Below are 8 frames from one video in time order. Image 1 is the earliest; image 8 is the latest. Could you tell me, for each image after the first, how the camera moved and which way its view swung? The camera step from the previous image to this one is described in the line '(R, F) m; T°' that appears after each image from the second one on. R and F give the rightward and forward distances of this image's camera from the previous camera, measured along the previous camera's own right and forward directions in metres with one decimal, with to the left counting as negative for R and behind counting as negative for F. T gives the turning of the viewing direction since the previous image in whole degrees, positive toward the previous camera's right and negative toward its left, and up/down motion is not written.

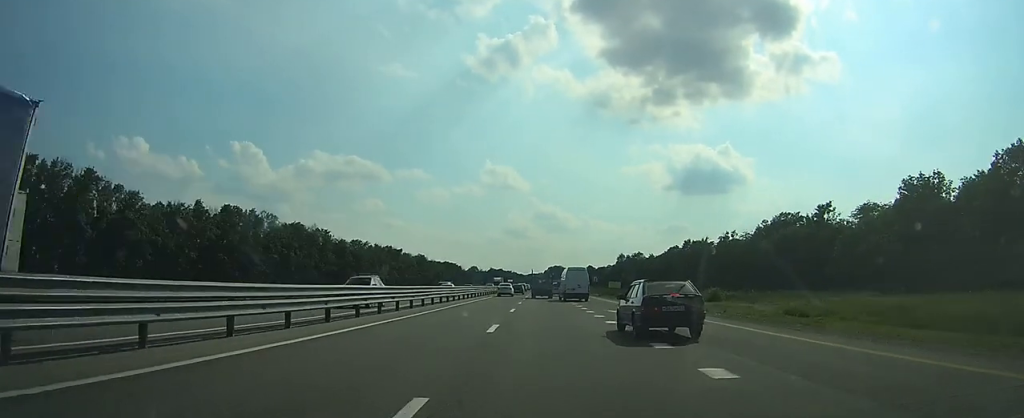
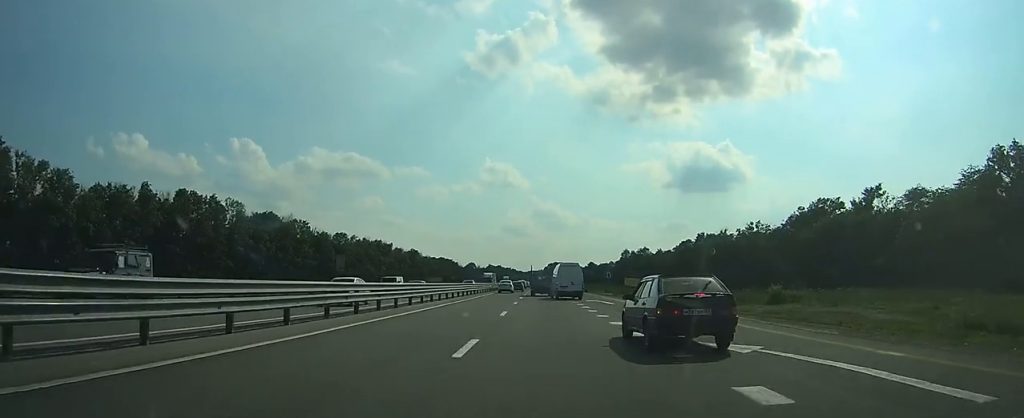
(0.0, +18.5) m; 0°
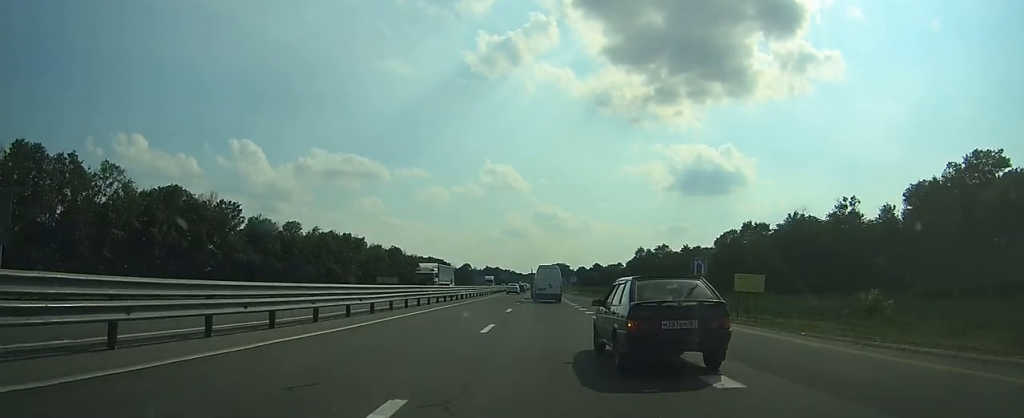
(0.0, +48.5) m; 0°
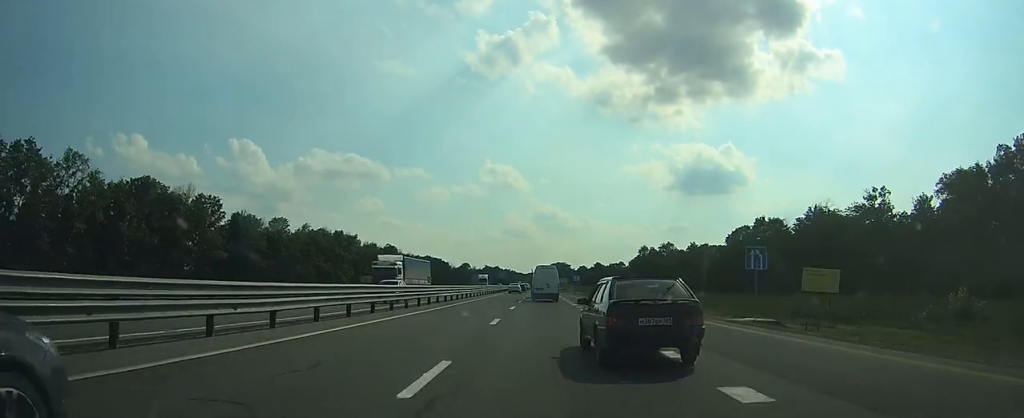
(0.0, +10.2) m; 0°
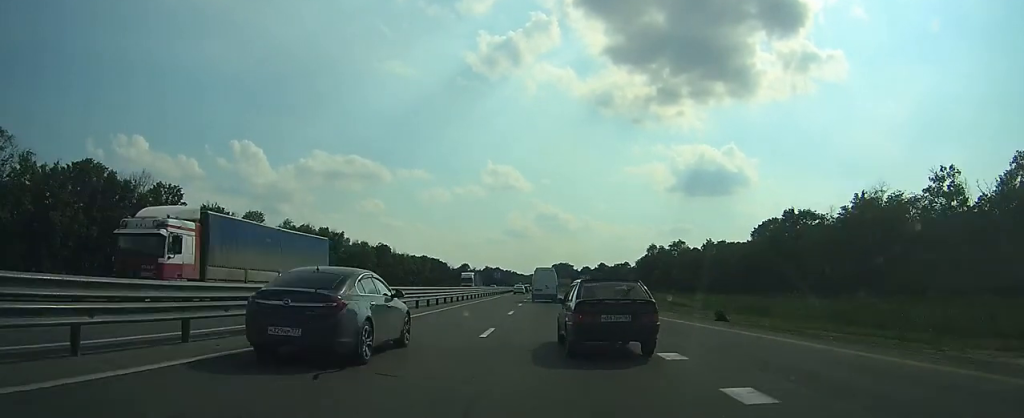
(0.0, +17.7) m; 0°
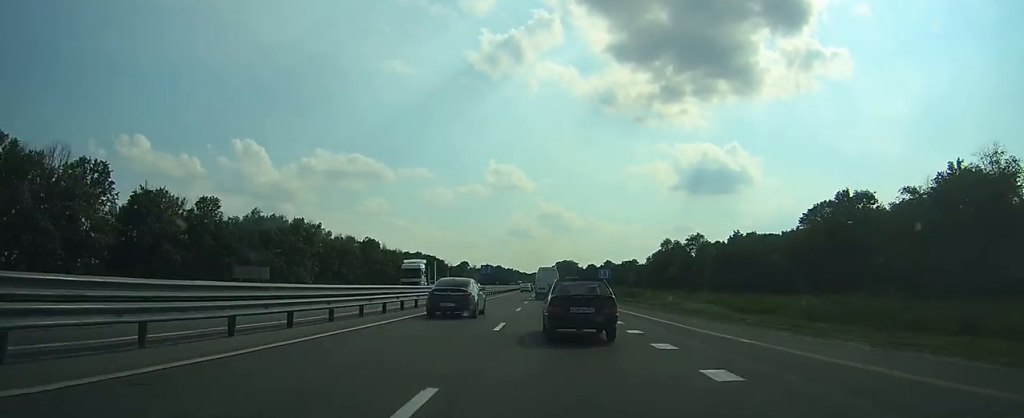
(-0.1, +23.4) m; -1°
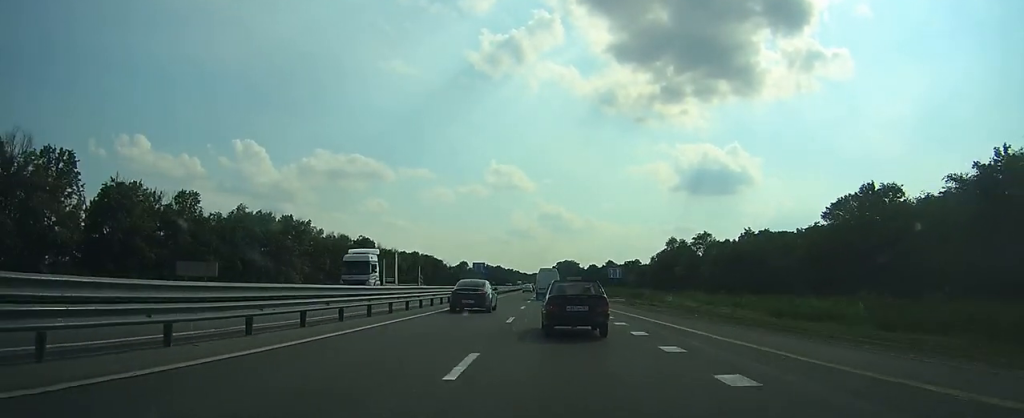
(0.0, +8.4) m; 0°
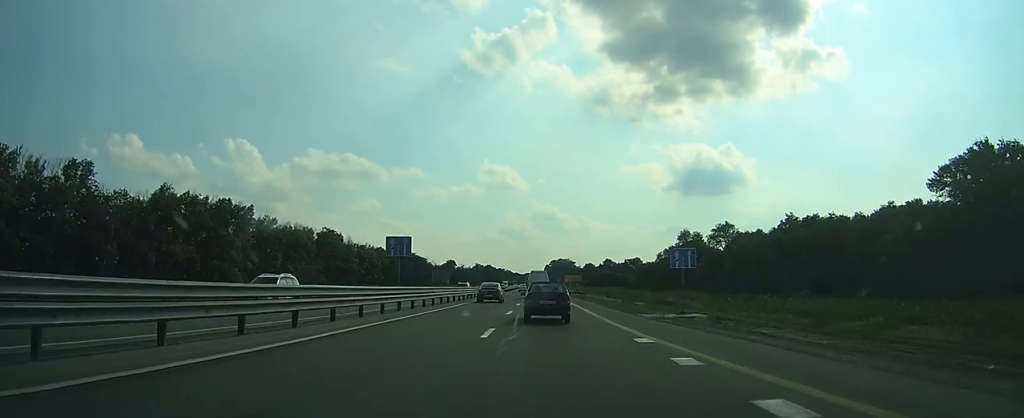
(-0.2, +29.8) m; 0°
